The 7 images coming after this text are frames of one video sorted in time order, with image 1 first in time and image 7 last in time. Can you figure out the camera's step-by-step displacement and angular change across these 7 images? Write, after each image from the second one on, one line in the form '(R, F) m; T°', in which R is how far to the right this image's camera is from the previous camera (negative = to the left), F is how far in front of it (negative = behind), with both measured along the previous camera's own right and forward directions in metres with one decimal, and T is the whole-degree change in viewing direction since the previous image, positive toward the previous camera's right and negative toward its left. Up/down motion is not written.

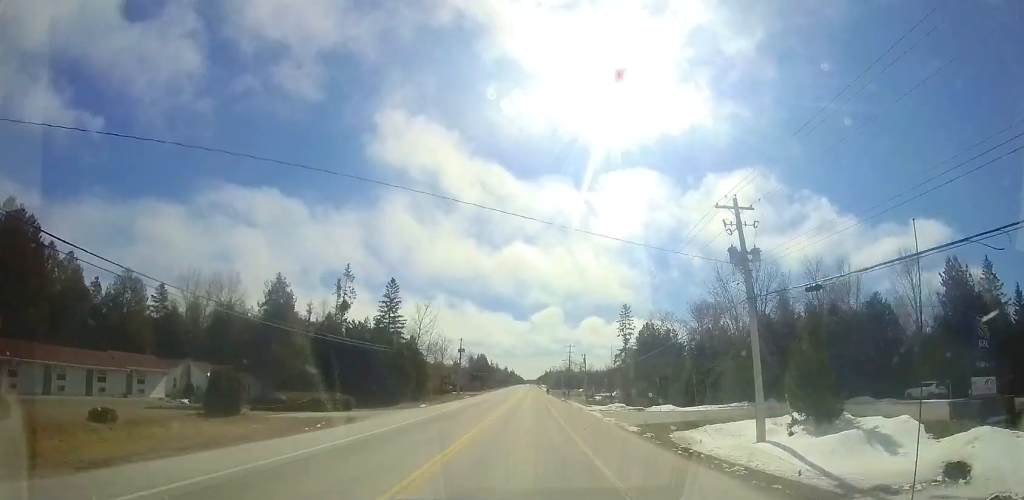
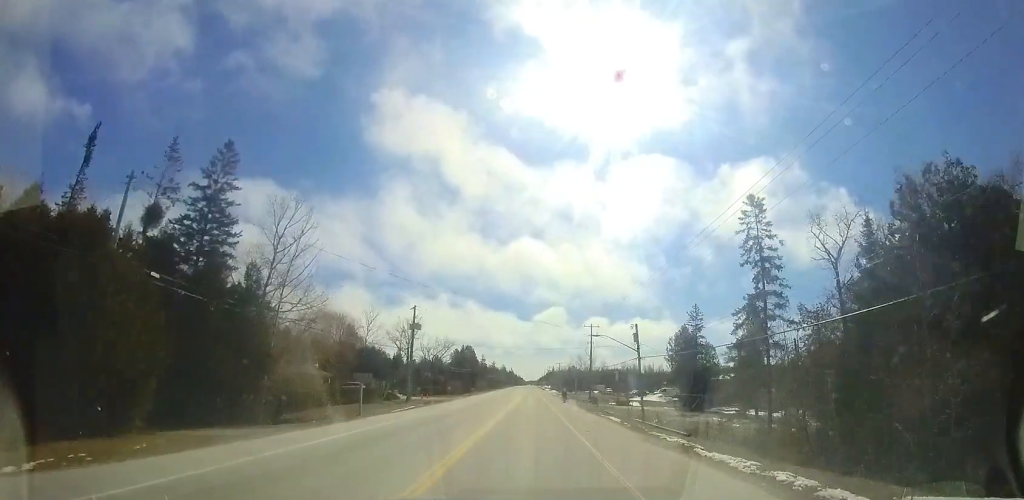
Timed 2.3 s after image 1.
(-0.1, +35.8) m; -1°
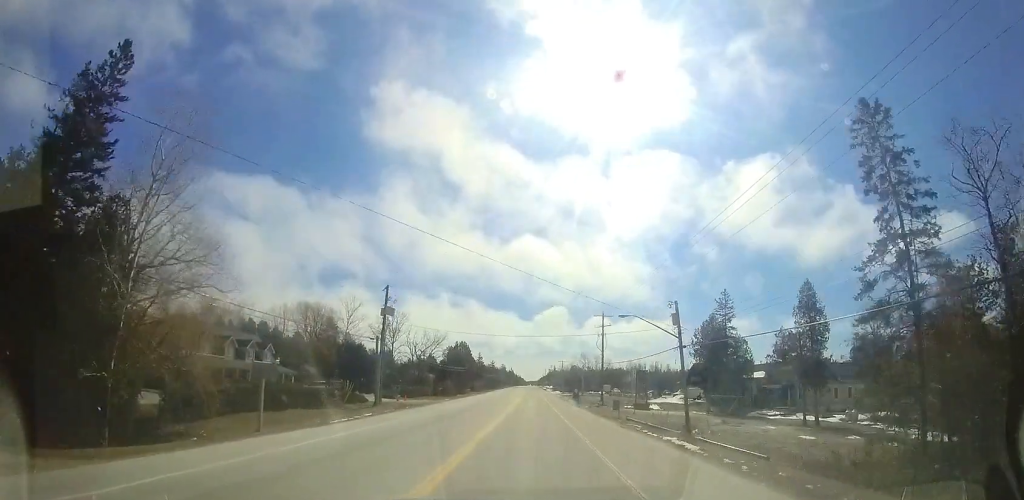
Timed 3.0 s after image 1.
(-0.1, +10.6) m; 0°
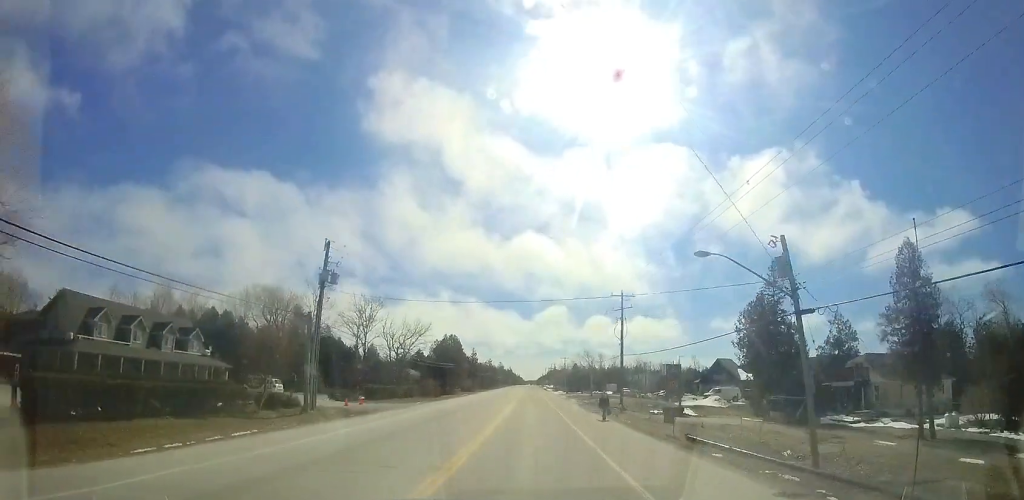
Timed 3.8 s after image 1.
(0.0, +12.8) m; 0°
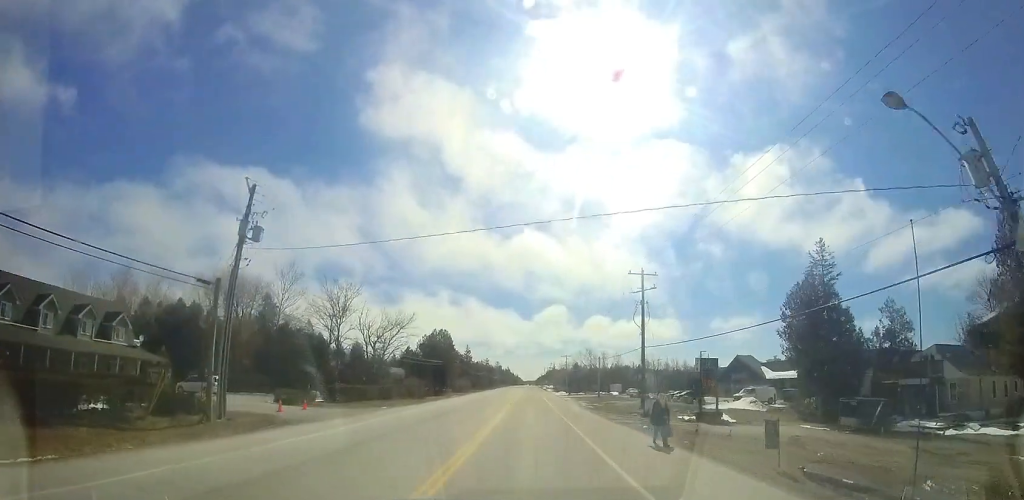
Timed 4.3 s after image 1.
(0.0, +9.0) m; +1°
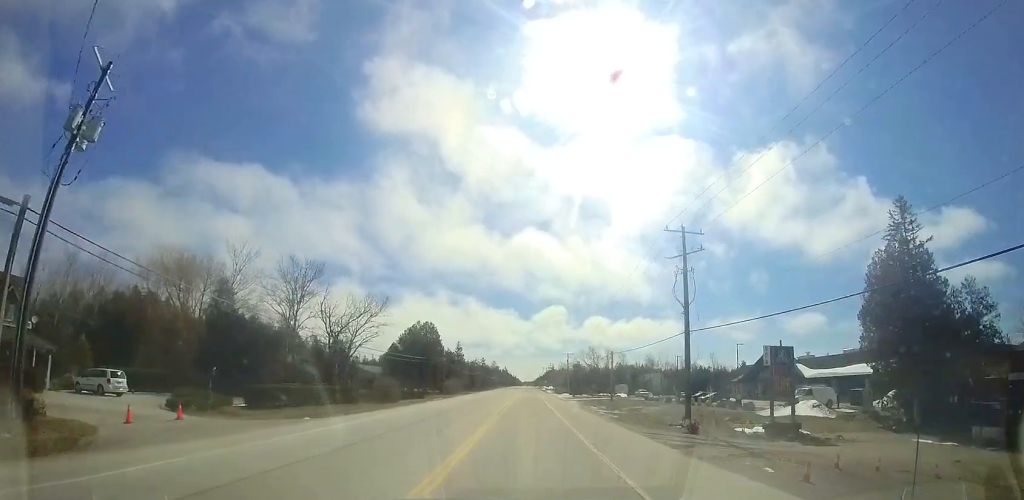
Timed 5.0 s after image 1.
(0.0, +10.6) m; 0°
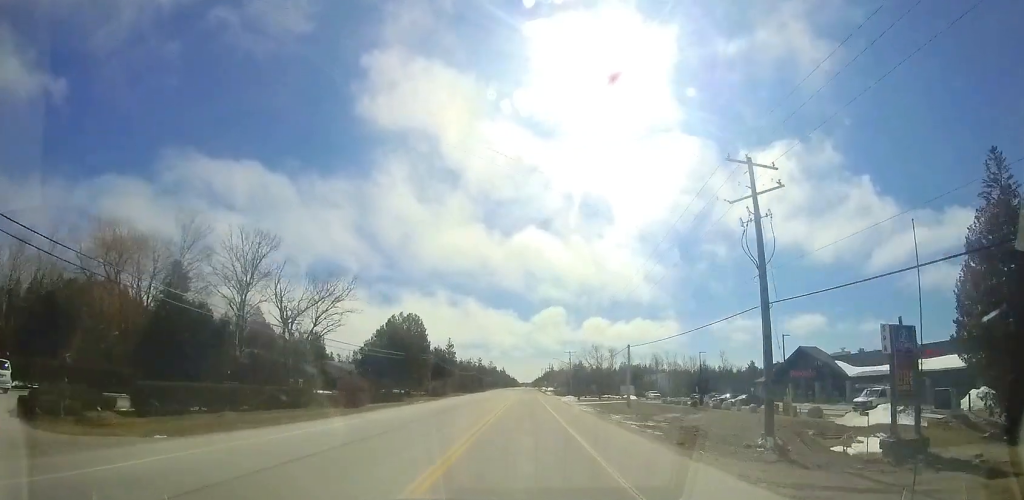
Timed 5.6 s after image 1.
(+0.2, +9.1) m; 0°
